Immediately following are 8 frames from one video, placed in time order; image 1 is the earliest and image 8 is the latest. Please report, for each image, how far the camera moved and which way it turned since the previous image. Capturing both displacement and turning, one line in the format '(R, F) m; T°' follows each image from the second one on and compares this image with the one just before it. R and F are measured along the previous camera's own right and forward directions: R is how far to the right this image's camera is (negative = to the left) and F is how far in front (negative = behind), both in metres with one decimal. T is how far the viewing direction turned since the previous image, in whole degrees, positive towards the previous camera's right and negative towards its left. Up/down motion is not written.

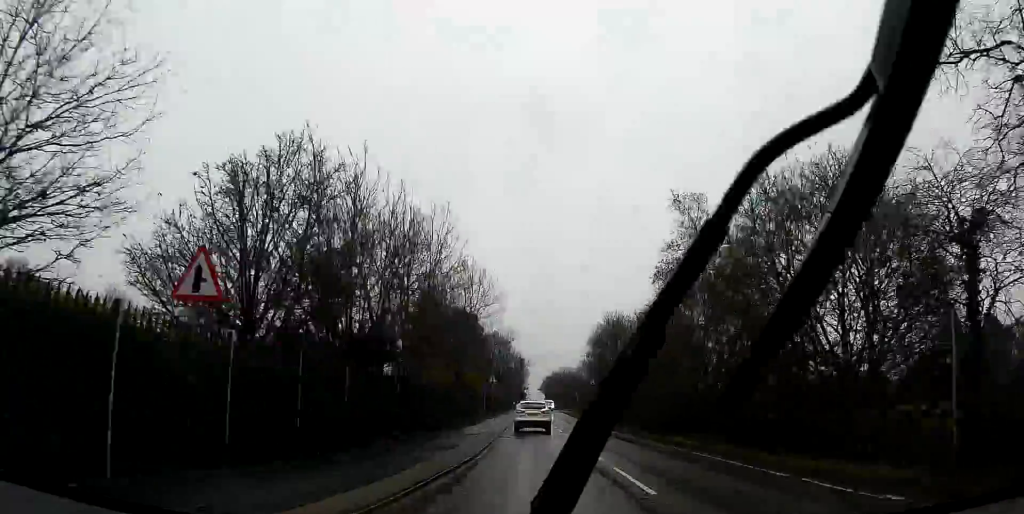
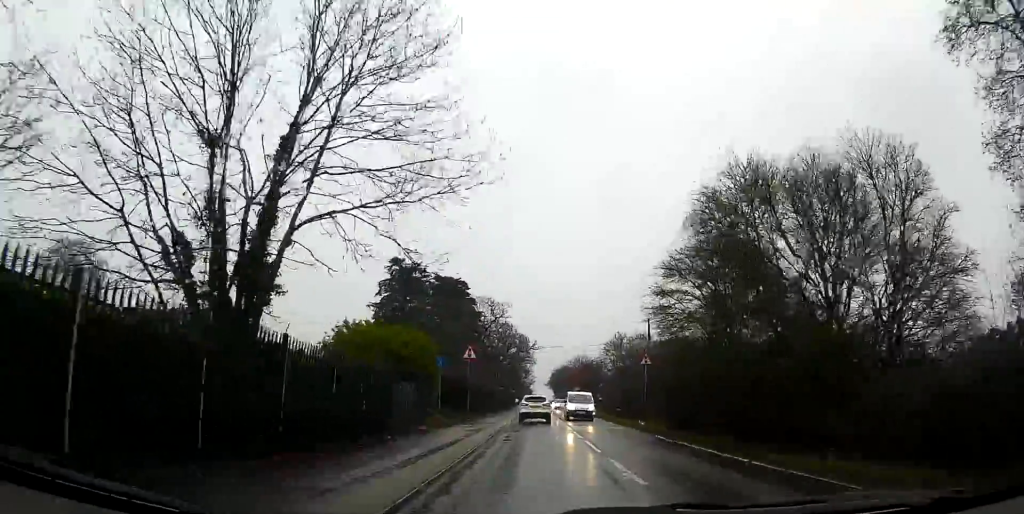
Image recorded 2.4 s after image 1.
(+0.2, +27.1) m; +1°
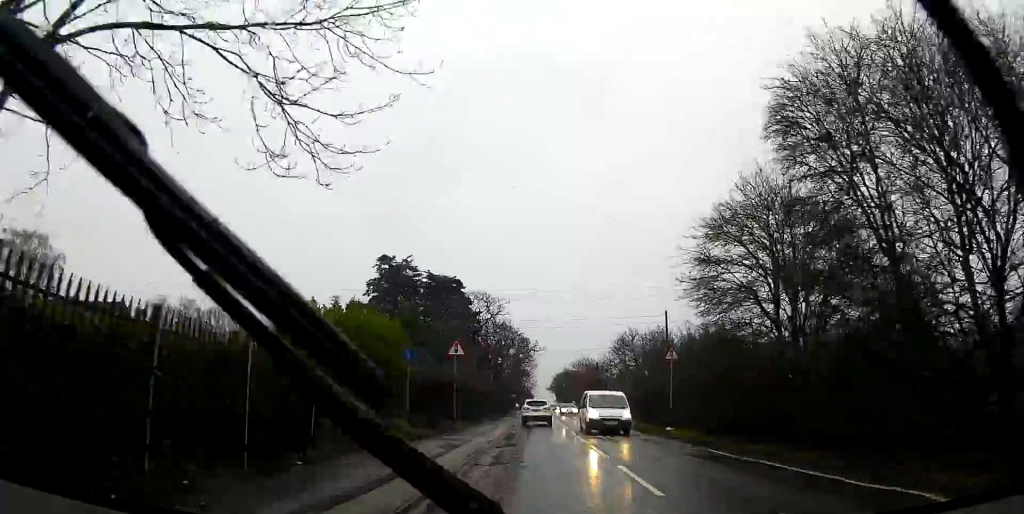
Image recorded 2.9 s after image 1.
(-0.1, +6.7) m; -1°
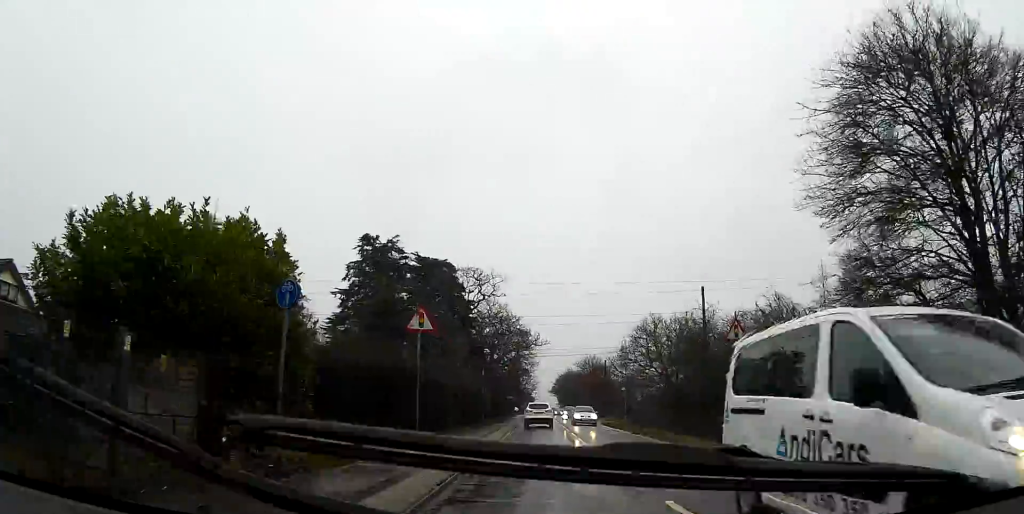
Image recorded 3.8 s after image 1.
(-0.1, +9.8) m; -2°
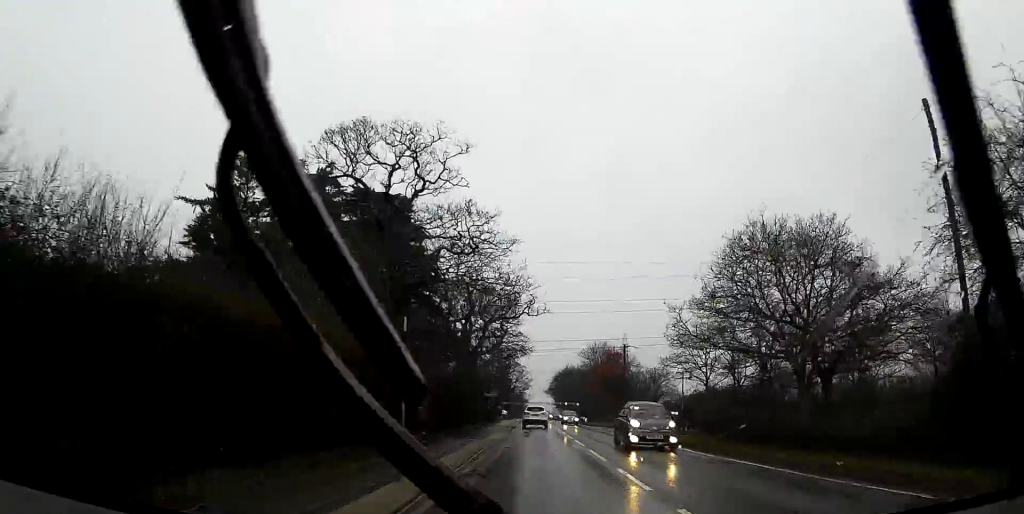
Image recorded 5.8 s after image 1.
(-0.1, +23.3) m; +1°
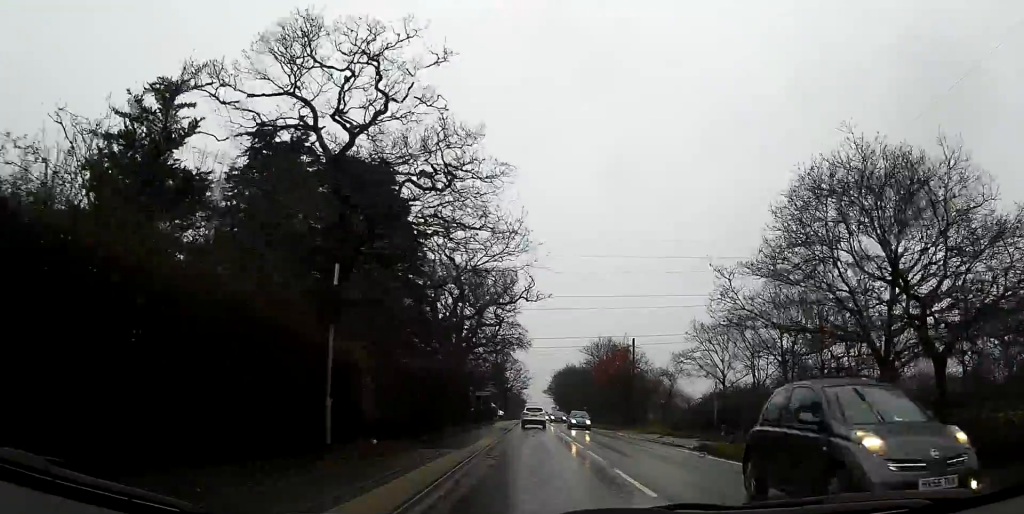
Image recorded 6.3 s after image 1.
(-0.1, +6.2) m; 0°
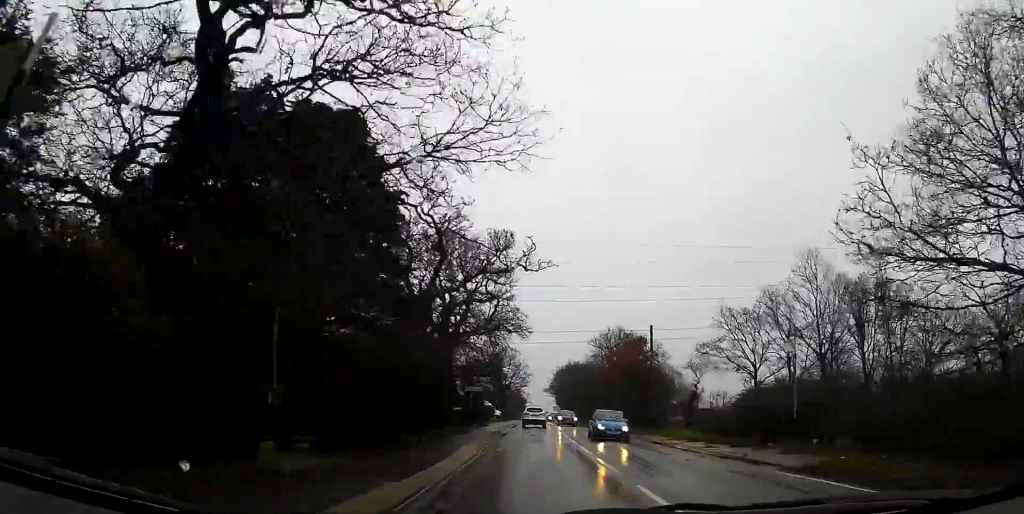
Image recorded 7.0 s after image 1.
(+0.1, +8.1) m; 0°
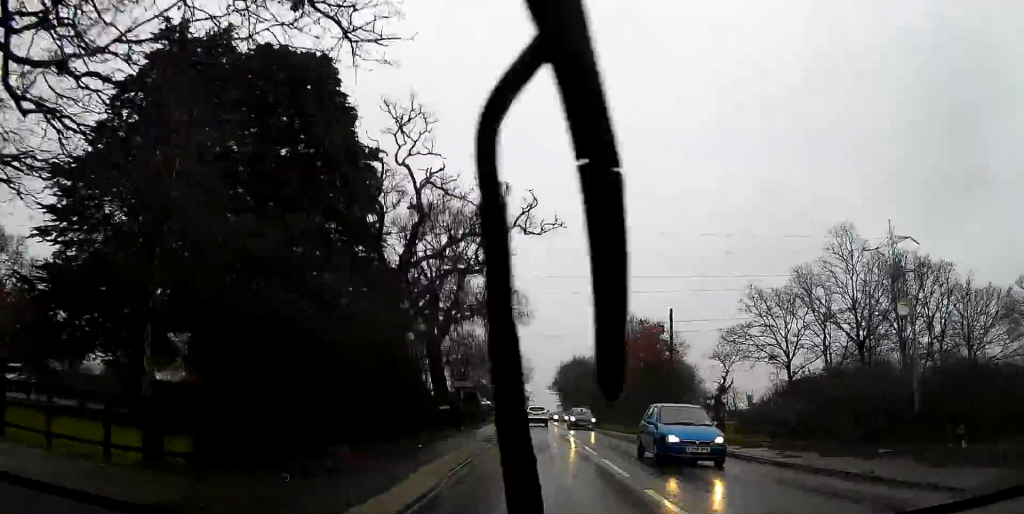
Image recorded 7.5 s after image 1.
(+0.1, +6.2) m; 0°
